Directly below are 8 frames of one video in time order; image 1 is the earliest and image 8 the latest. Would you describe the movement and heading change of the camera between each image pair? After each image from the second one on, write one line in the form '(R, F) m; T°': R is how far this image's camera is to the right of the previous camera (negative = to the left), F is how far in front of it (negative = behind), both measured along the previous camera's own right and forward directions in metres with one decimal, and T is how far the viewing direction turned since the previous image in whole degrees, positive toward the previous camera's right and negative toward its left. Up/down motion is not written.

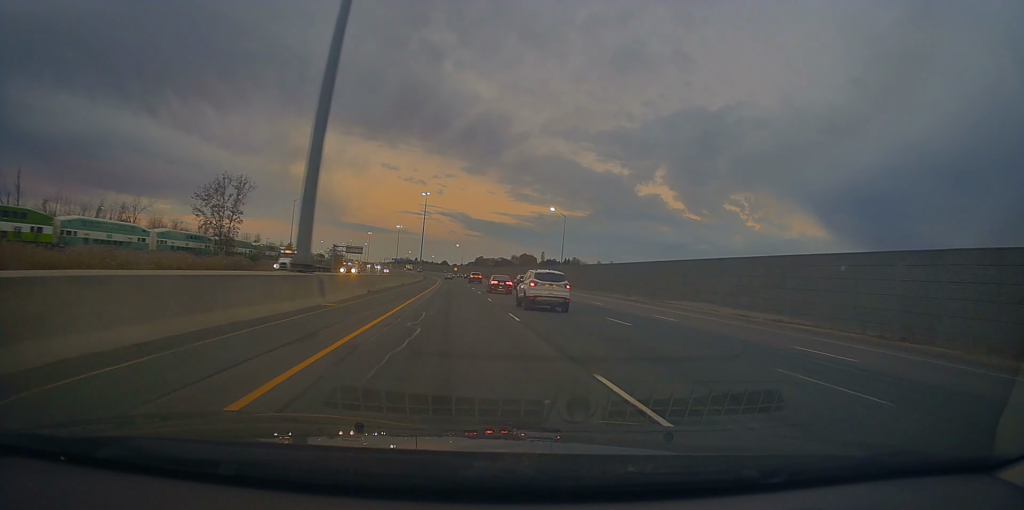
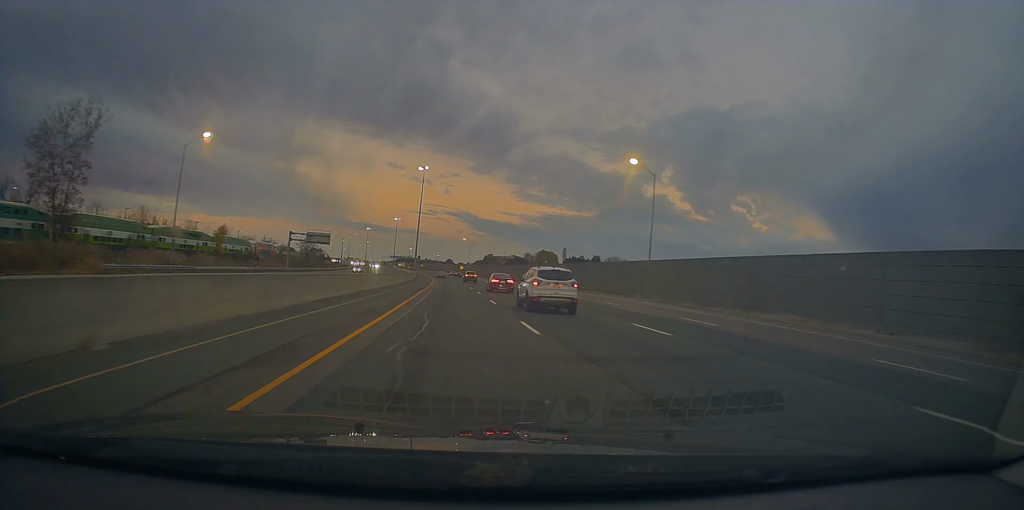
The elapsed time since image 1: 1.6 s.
(-0.7, +52.3) m; -1°
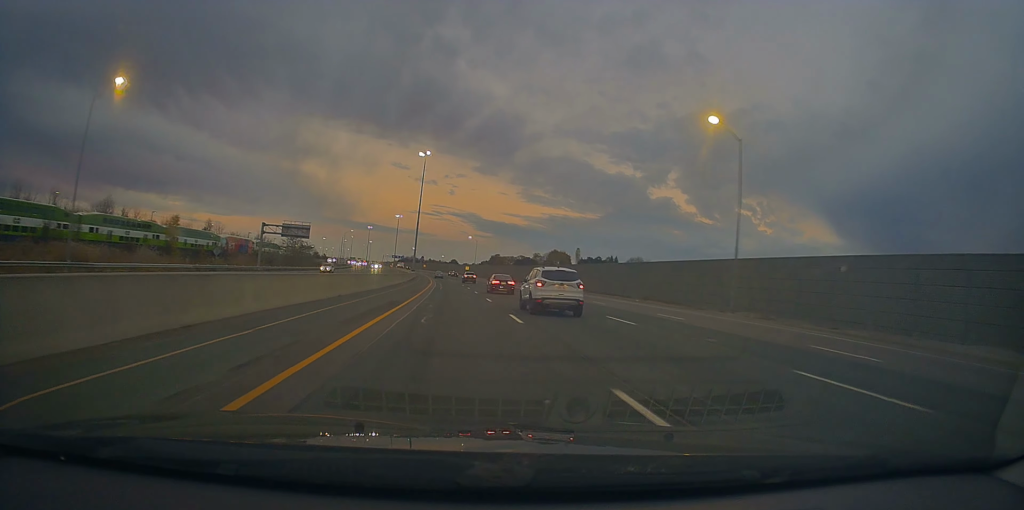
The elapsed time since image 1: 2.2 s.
(+0.1, +21.2) m; -1°
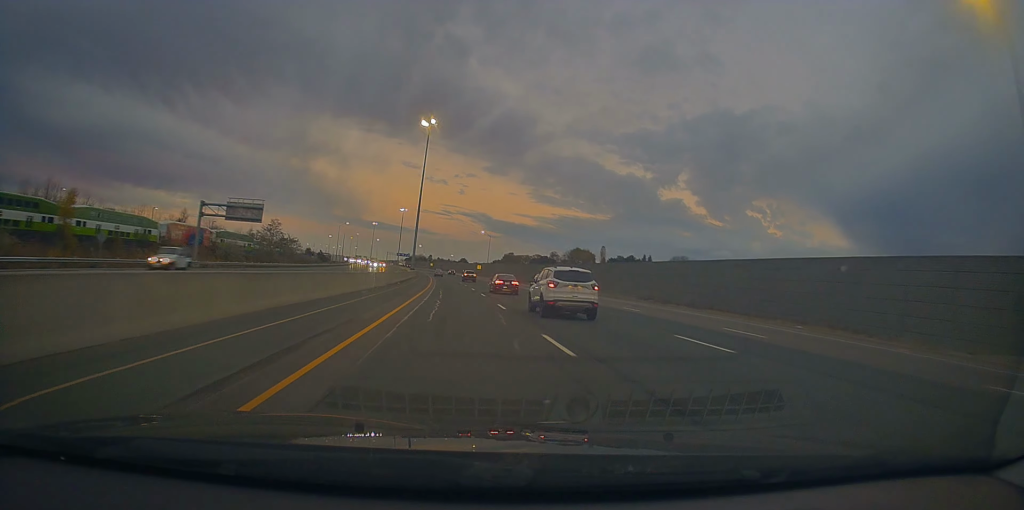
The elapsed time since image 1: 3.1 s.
(-0.5, +30.2) m; -1°
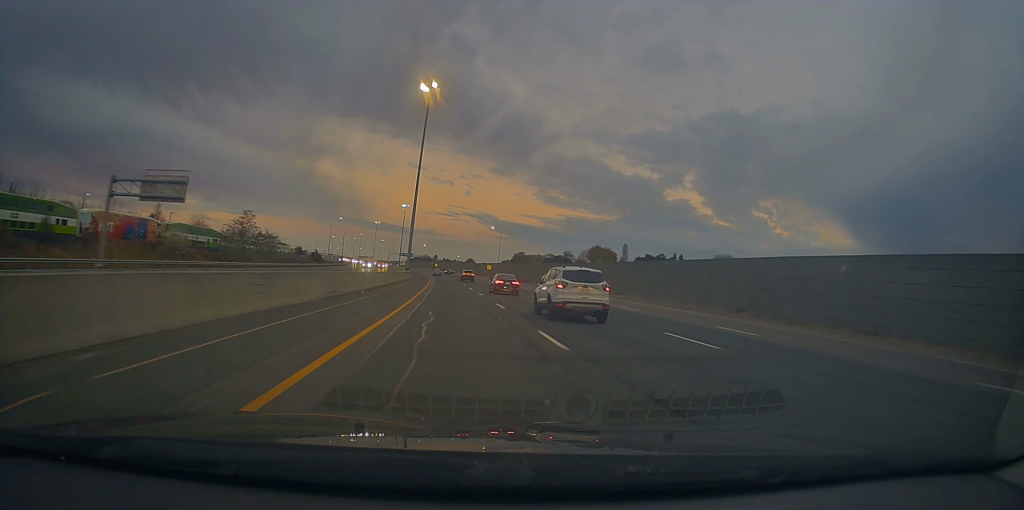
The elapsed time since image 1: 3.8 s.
(0.0, +23.6) m; 0°
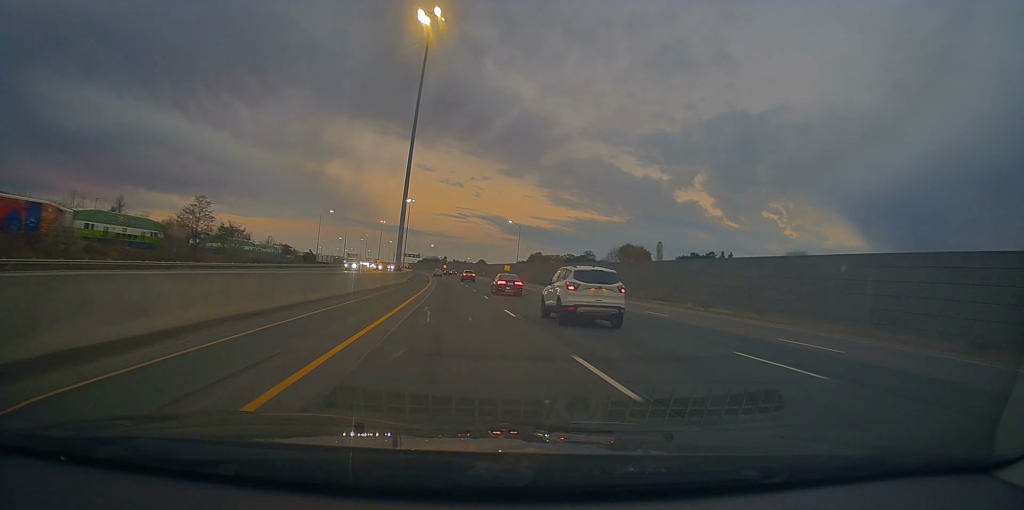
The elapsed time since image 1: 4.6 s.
(0.0, +28.2) m; 0°
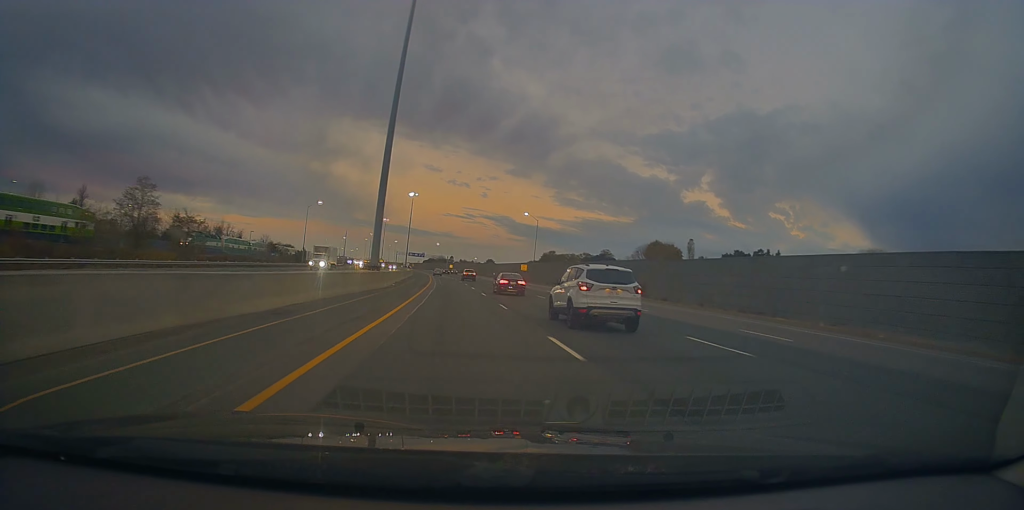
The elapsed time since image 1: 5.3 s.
(+0.1, +21.5) m; -1°
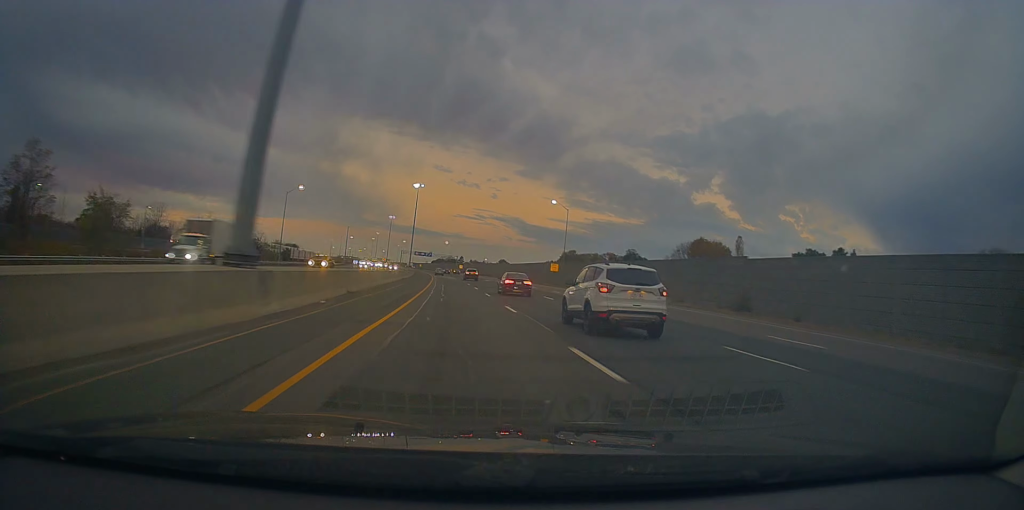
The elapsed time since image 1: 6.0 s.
(-0.3, +26.0) m; -1°
